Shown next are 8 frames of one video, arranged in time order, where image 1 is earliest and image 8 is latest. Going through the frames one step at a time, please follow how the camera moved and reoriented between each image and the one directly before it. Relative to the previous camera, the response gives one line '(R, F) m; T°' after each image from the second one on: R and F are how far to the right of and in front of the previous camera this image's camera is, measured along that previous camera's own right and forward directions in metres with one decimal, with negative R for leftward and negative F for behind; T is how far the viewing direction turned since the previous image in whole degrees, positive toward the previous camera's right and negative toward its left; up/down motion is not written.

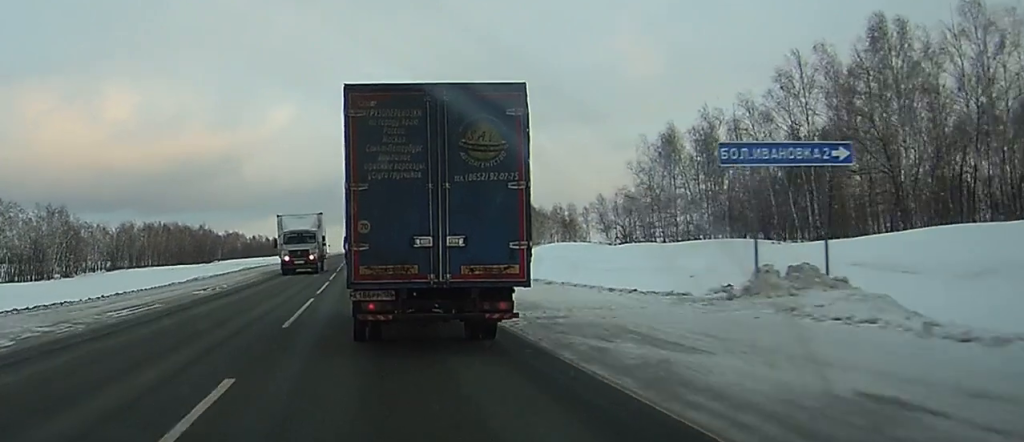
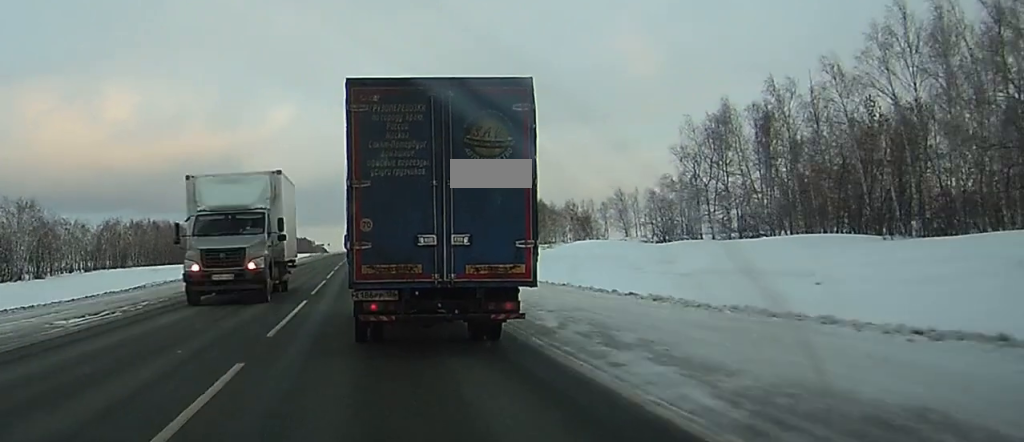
(0.0, +13.9) m; 0°
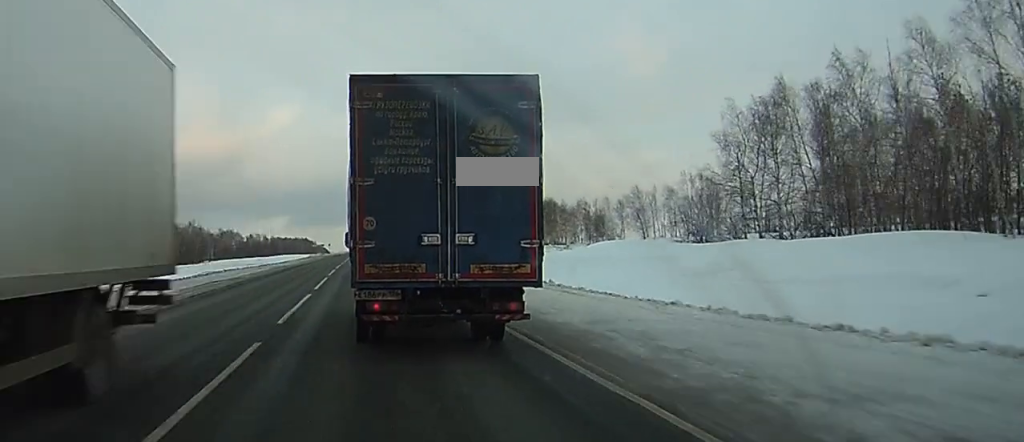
(0.0, +10.2) m; 0°
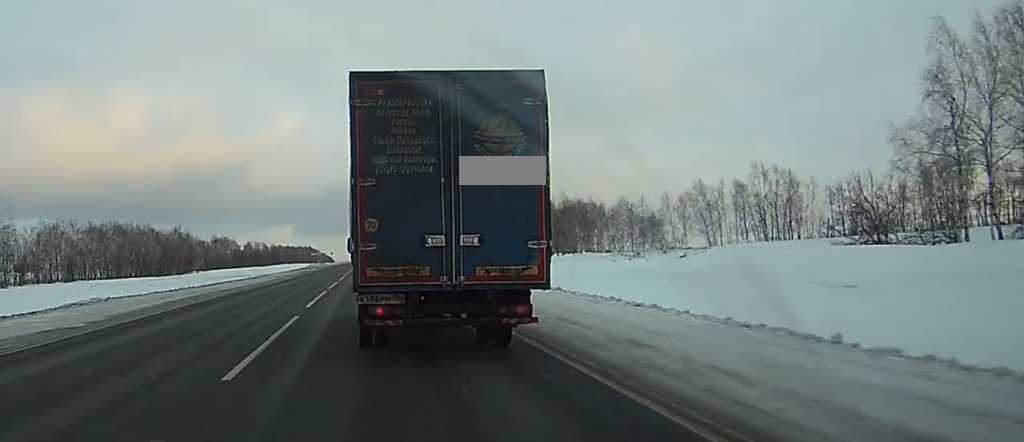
(0.0, +30.2) m; 0°
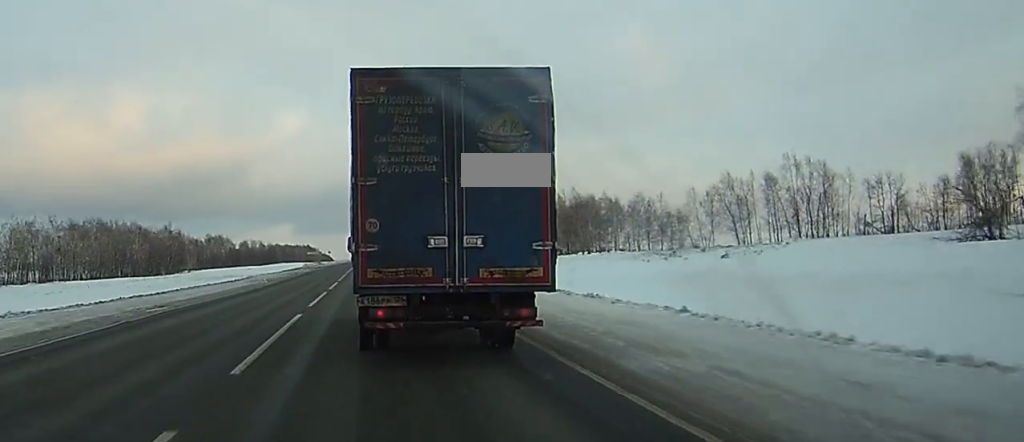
(0.0, +11.4) m; 0°
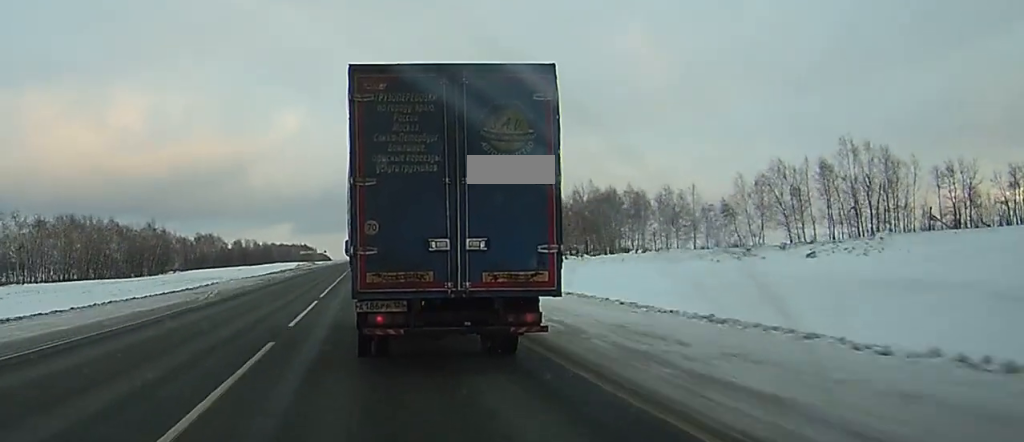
(0.0, +17.0) m; 0°
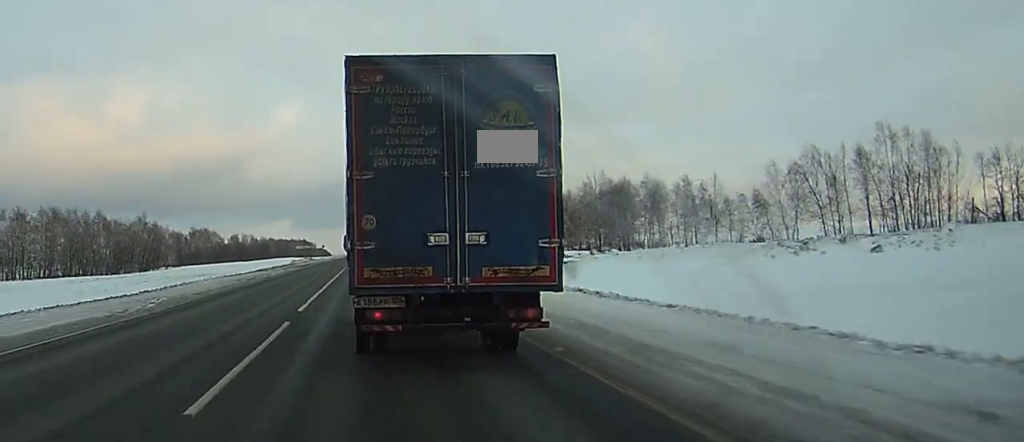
(0.0, +9.1) m; 0°
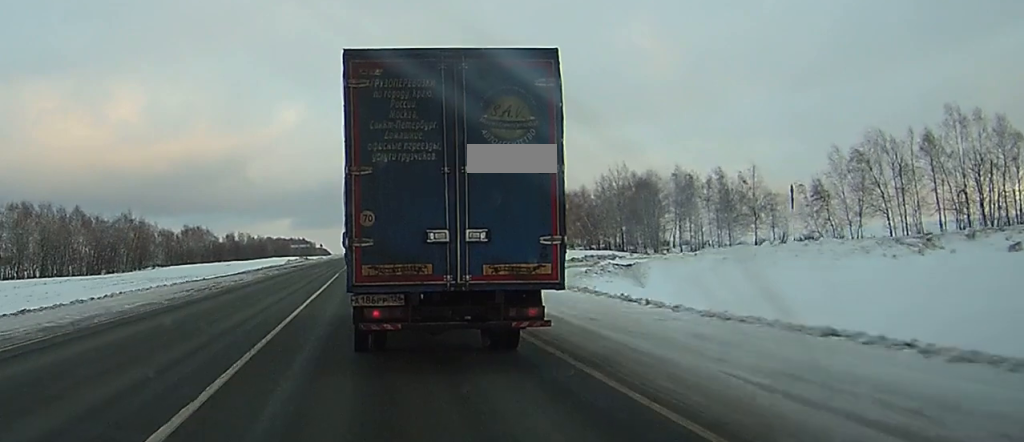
(0.0, +14.0) m; 0°
